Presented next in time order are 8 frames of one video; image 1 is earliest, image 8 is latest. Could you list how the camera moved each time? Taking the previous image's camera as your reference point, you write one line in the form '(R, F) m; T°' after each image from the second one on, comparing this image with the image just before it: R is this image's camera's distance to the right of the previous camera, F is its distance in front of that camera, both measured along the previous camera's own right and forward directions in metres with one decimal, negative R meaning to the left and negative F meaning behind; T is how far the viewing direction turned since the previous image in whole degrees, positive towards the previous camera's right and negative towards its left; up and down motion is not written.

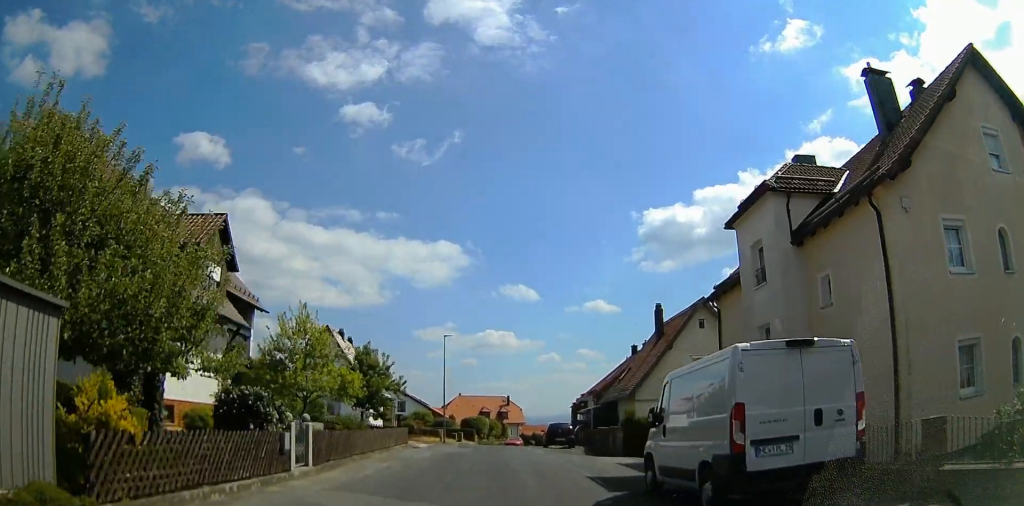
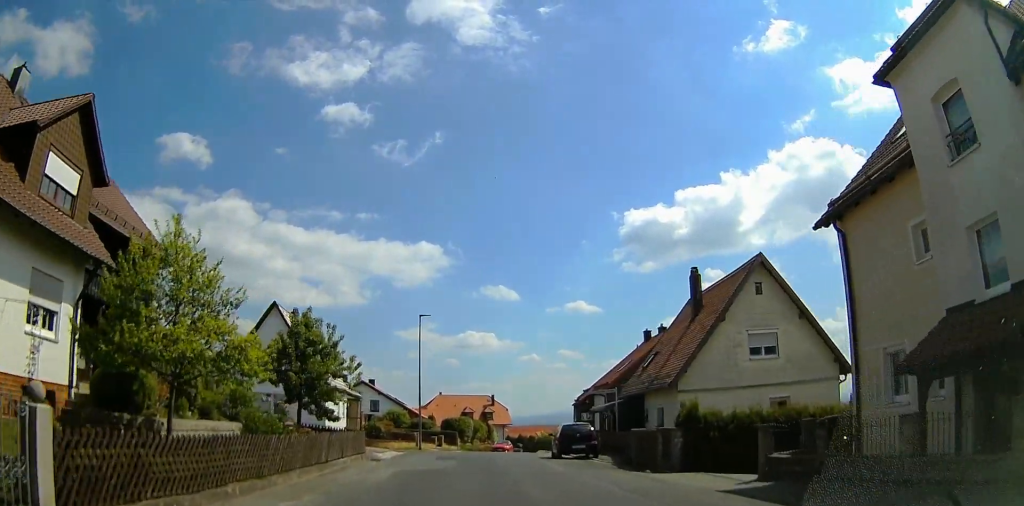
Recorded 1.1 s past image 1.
(-0.6, +9.1) m; -6°
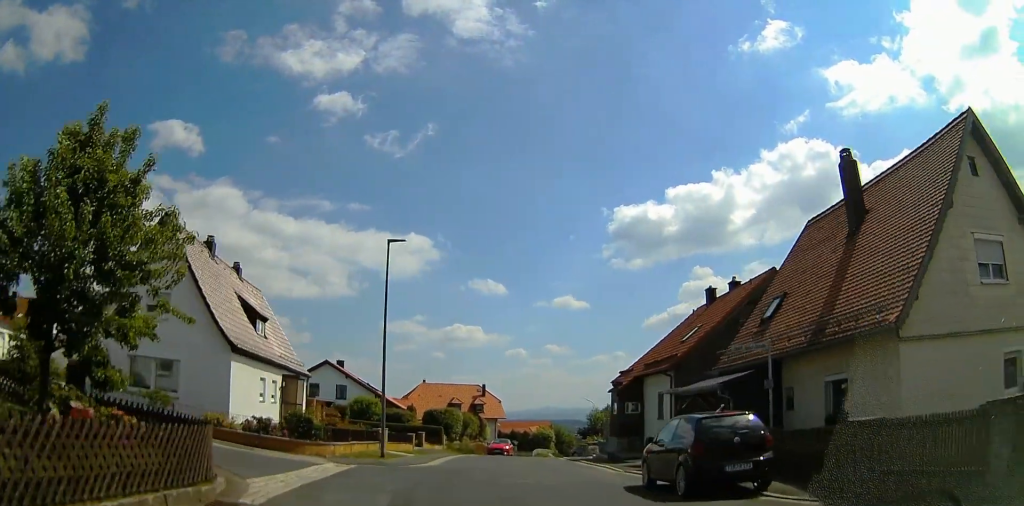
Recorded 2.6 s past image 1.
(+0.4, +14.0) m; +8°
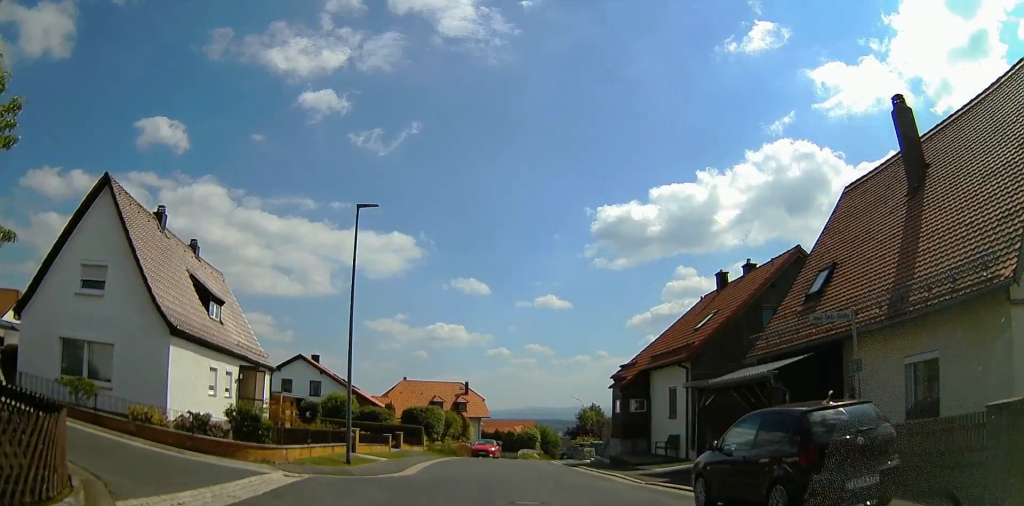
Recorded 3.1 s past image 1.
(+0.1, +3.9) m; +4°
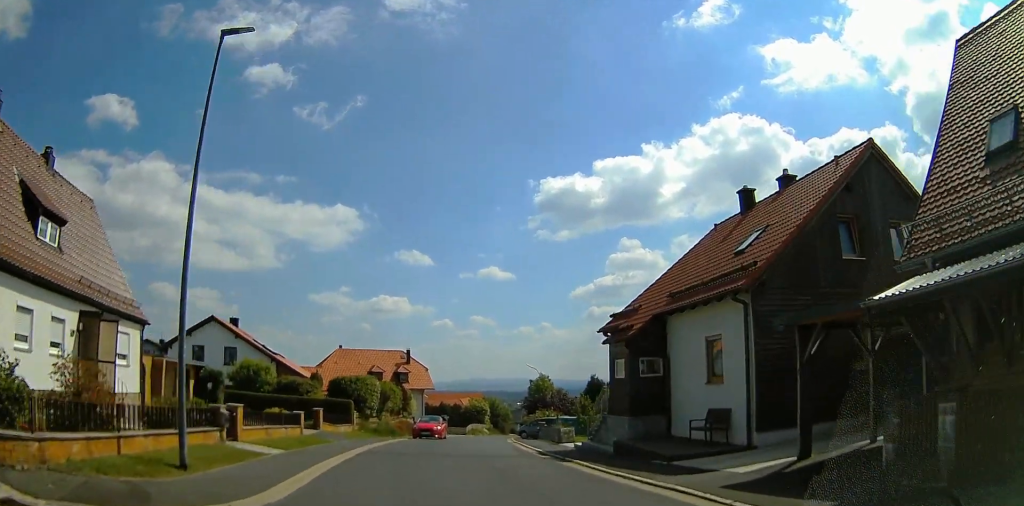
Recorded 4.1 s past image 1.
(+0.7, +8.9) m; +7°
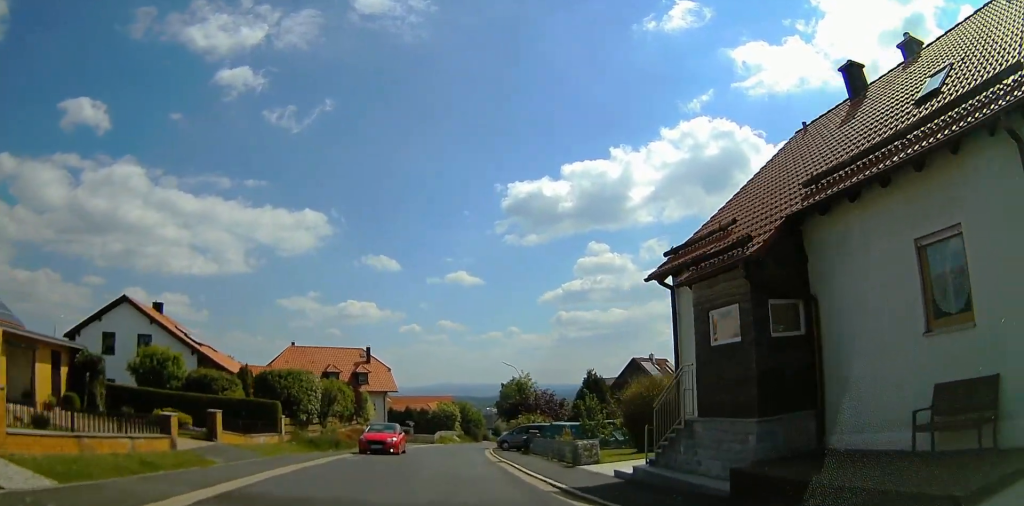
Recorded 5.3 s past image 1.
(0.0, +10.0) m; +1°
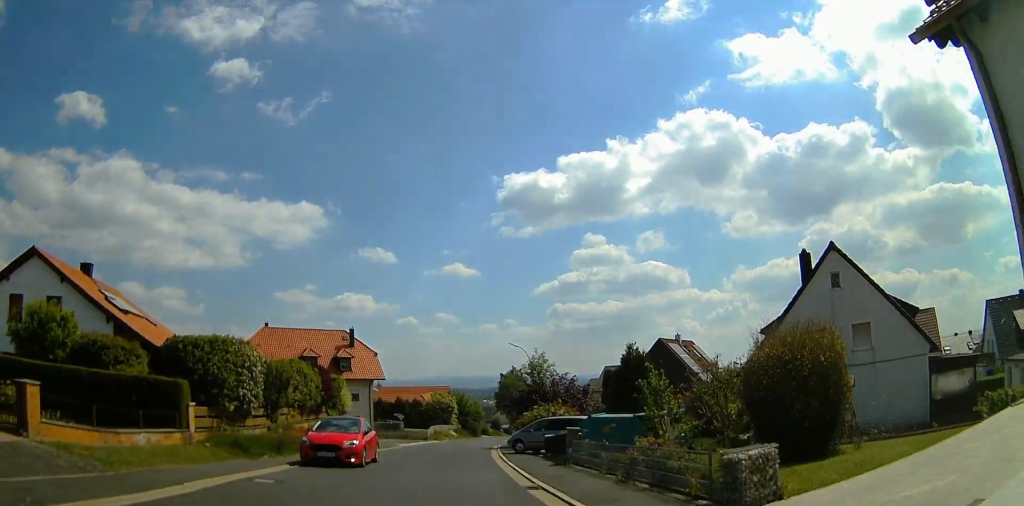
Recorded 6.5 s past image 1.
(+0.7, +10.3) m; 0°
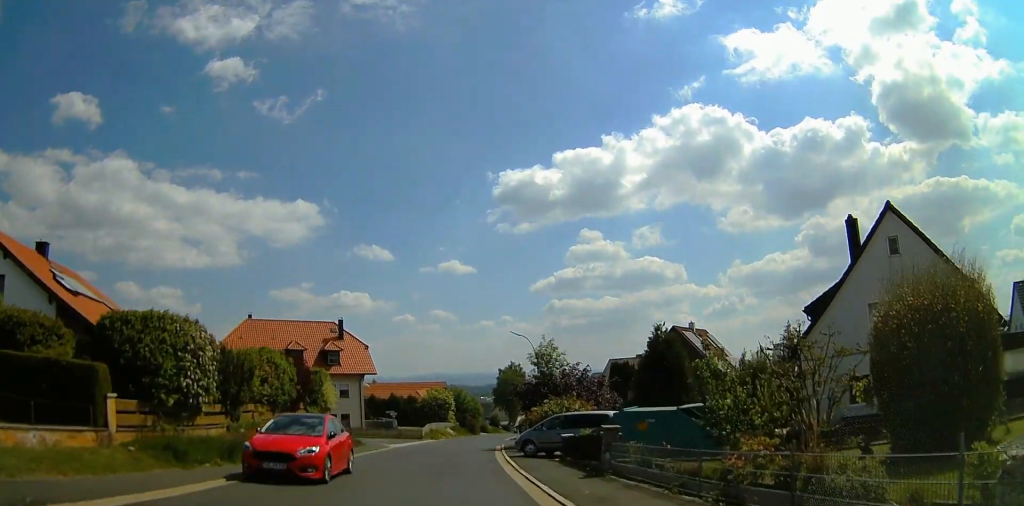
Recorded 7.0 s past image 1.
(-0.3, +4.8) m; 0°
